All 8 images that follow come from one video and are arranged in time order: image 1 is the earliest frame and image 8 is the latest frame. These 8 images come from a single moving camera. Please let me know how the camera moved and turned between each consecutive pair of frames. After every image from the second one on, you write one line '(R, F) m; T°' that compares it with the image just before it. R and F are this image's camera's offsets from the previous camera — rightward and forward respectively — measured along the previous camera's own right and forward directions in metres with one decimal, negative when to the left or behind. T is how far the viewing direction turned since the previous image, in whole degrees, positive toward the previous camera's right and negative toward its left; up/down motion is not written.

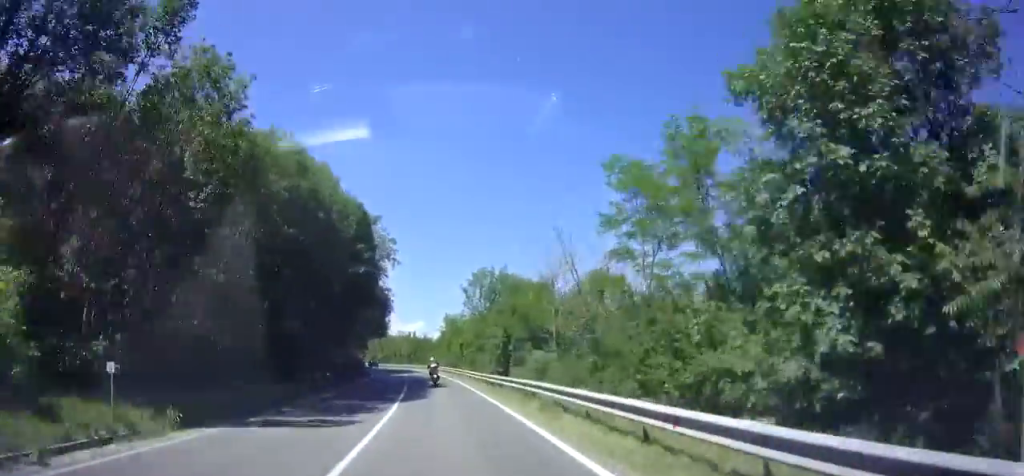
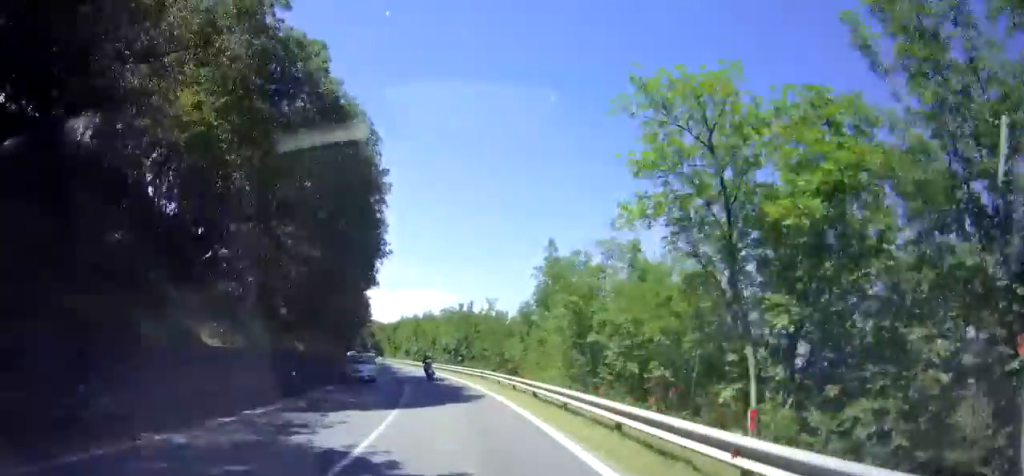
(-2.4, +45.5) m; -7°
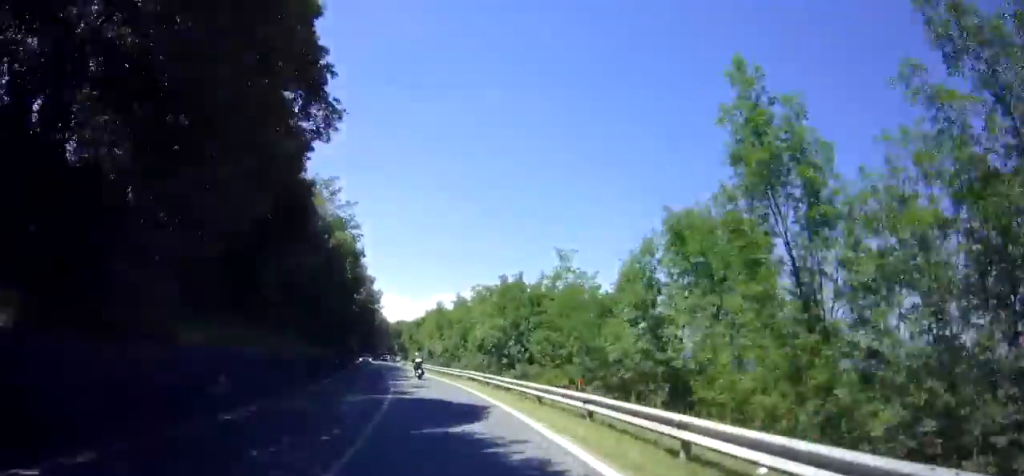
(-0.8, +18.8) m; -4°
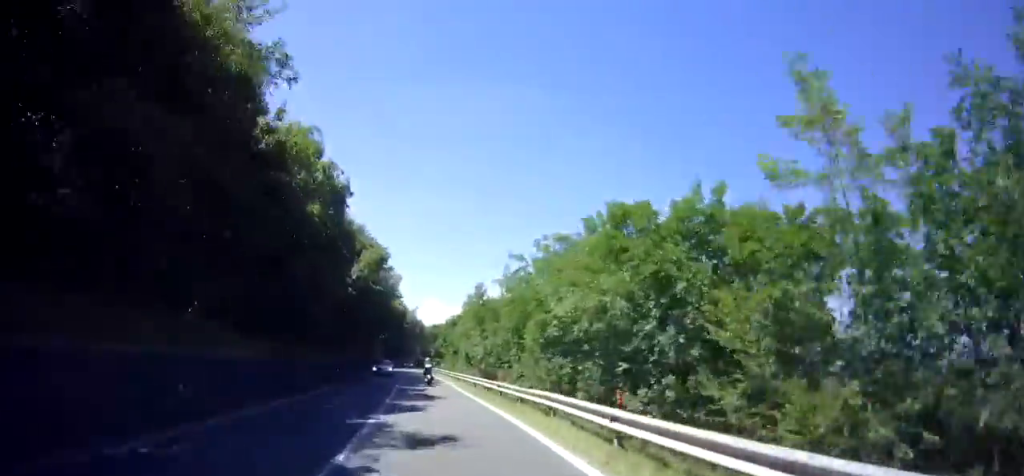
(-0.5, +14.4) m; -2°
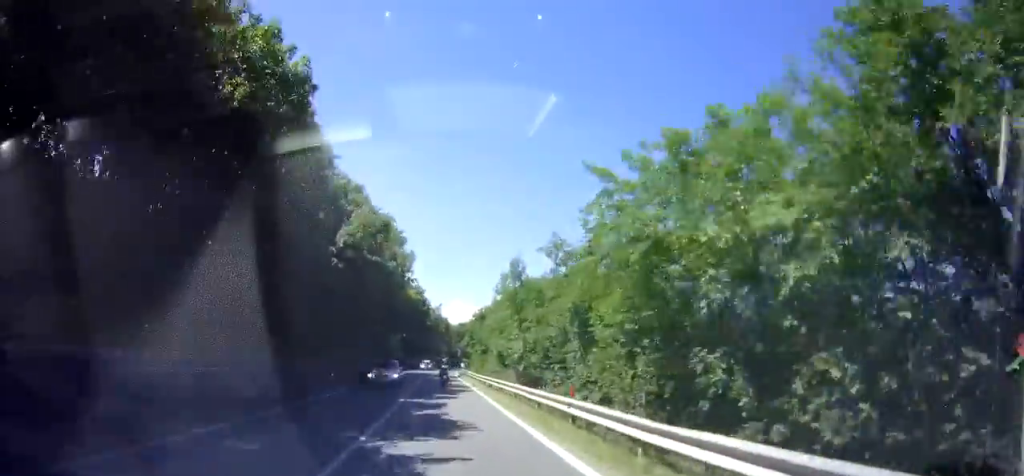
(-0.1, +8.7) m; -1°
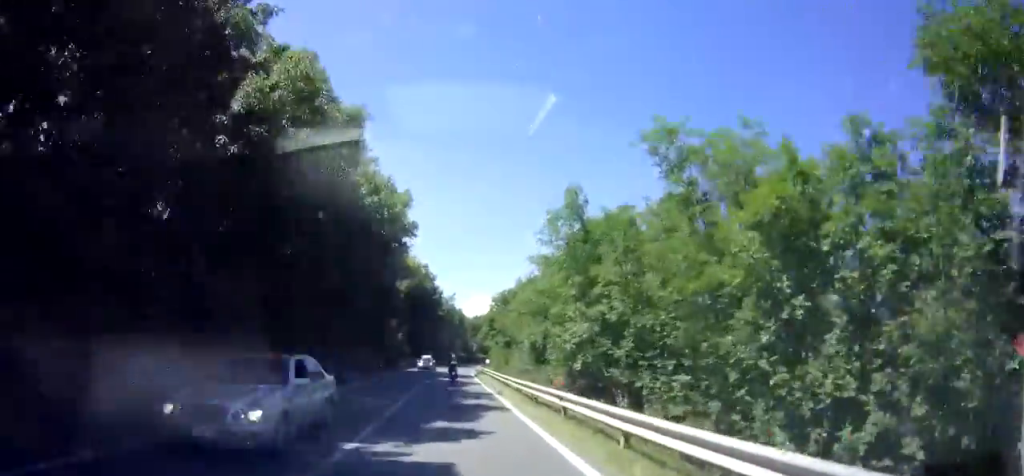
(-0.1, +11.0) m; -1°
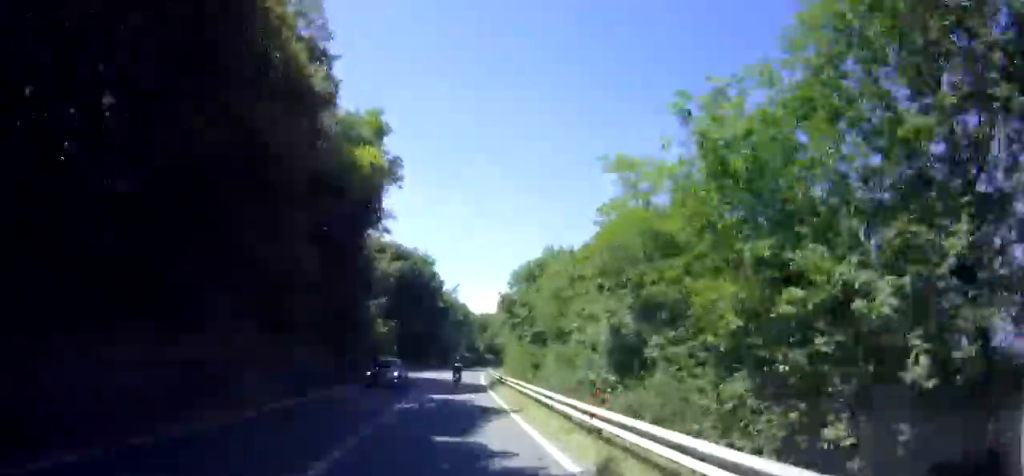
(-0.2, +14.5) m; 0°
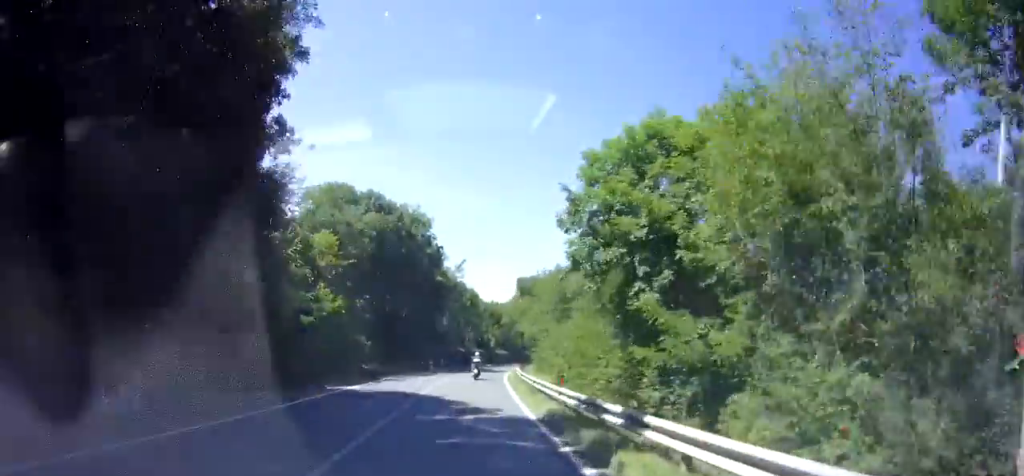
(+0.1, +19.2) m; +2°
